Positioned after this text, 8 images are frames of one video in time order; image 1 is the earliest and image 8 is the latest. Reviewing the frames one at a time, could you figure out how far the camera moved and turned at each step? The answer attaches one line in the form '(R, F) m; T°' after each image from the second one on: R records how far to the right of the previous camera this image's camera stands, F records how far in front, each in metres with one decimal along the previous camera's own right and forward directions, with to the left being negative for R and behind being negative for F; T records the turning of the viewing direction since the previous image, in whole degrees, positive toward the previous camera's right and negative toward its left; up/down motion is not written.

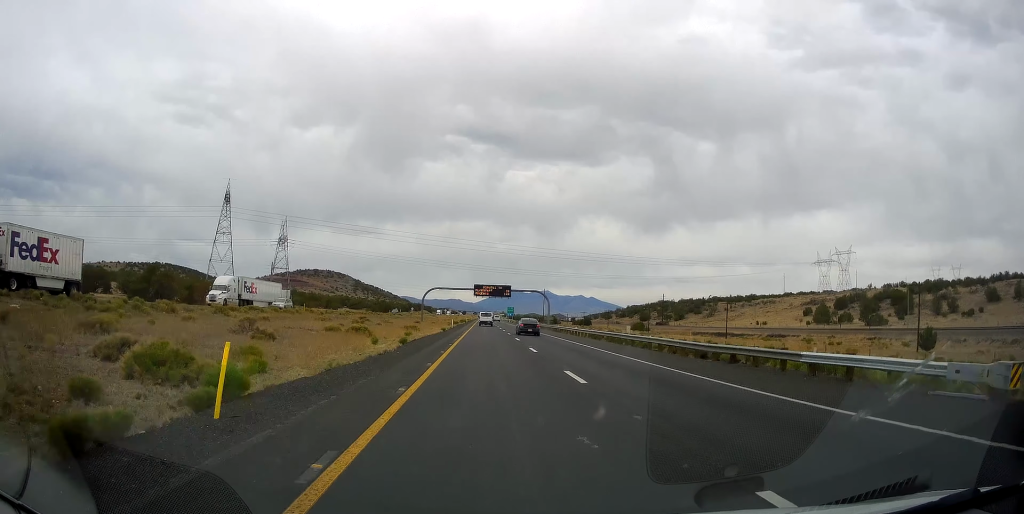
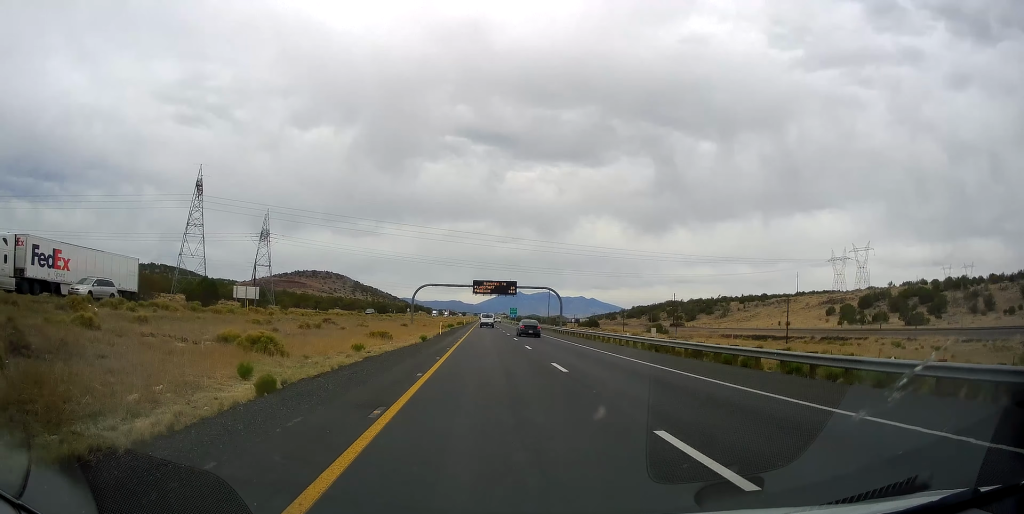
(0.0, +21.0) m; 0°
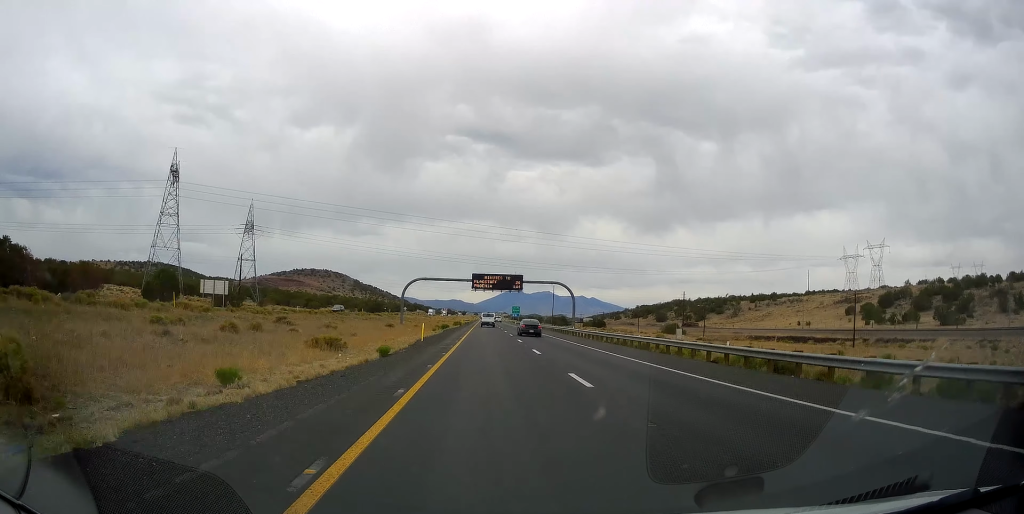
(+0.1, +16.1) m; 0°
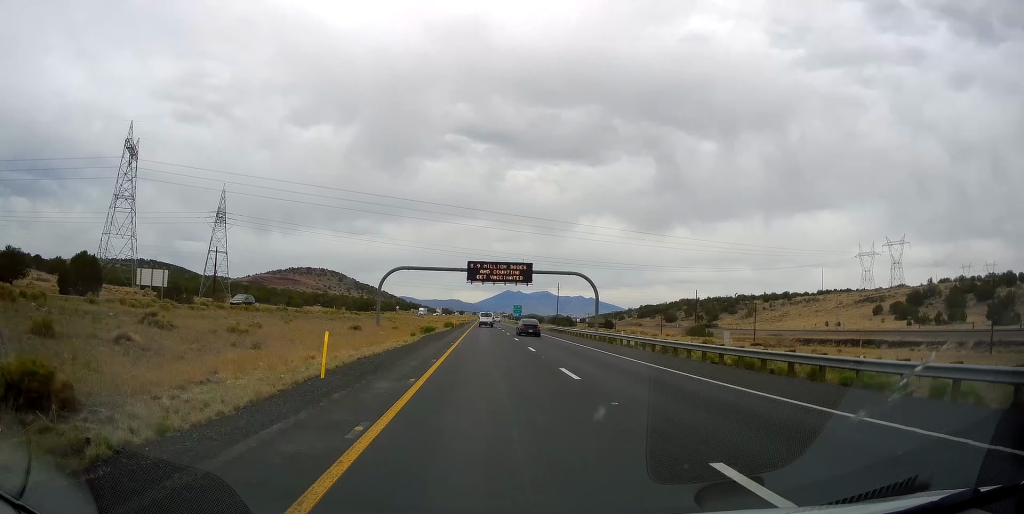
(+0.2, +22.2) m; -1°
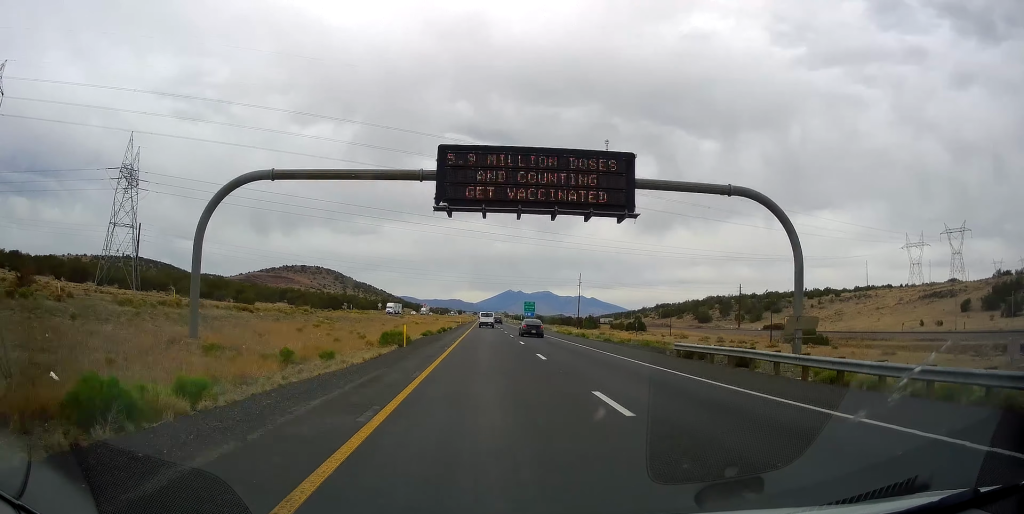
(-0.5, +54.0) m; 0°
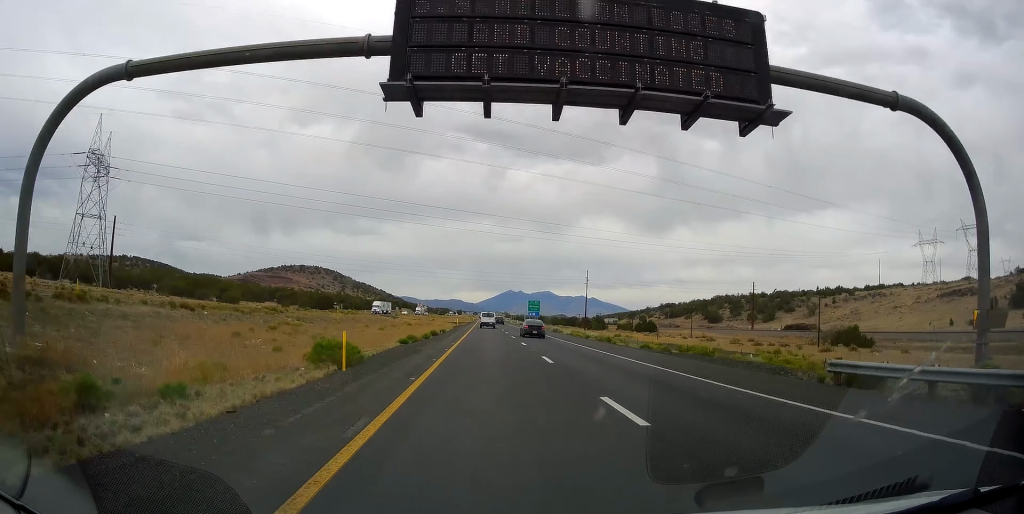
(+0.1, +13.3) m; 0°
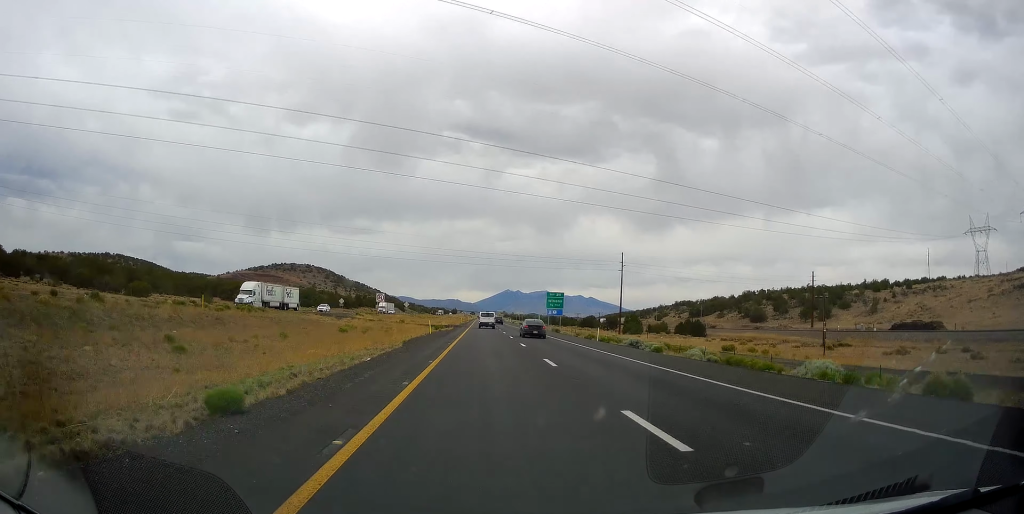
(-0.5, +50.3) m; 0°
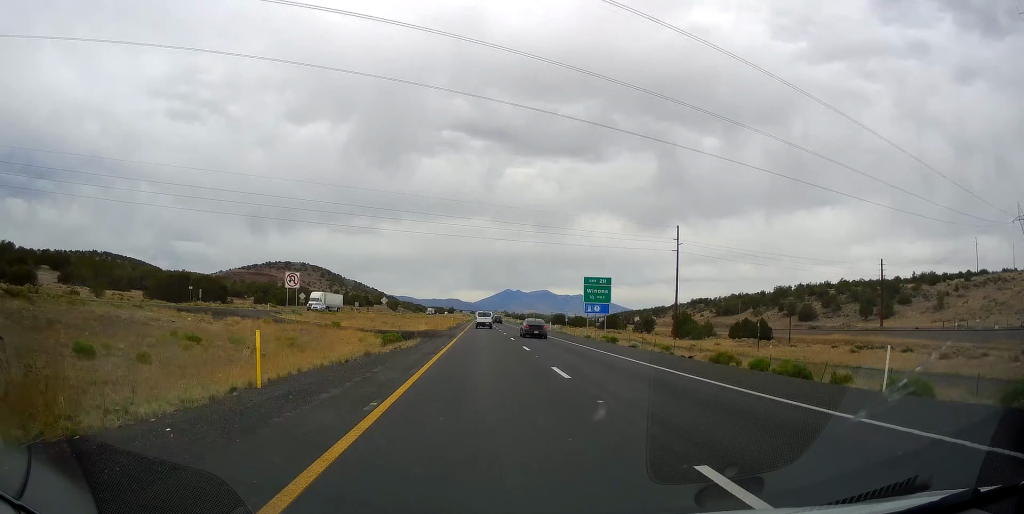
(+0.6, +40.2) m; 0°
